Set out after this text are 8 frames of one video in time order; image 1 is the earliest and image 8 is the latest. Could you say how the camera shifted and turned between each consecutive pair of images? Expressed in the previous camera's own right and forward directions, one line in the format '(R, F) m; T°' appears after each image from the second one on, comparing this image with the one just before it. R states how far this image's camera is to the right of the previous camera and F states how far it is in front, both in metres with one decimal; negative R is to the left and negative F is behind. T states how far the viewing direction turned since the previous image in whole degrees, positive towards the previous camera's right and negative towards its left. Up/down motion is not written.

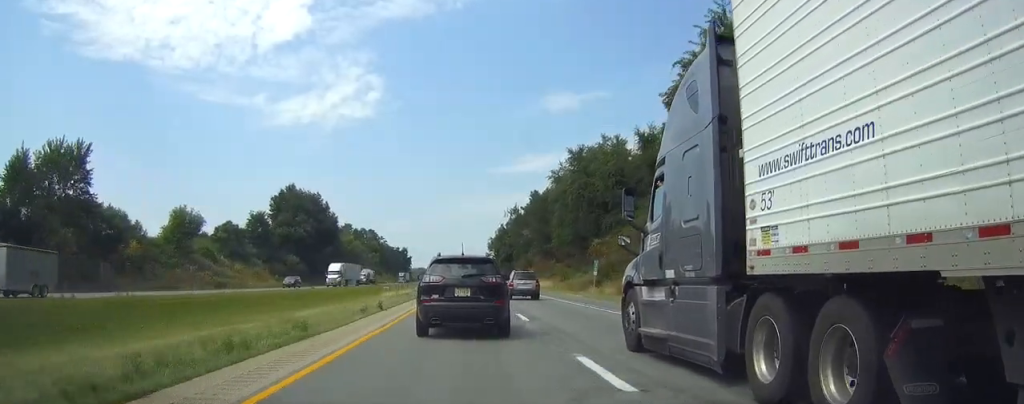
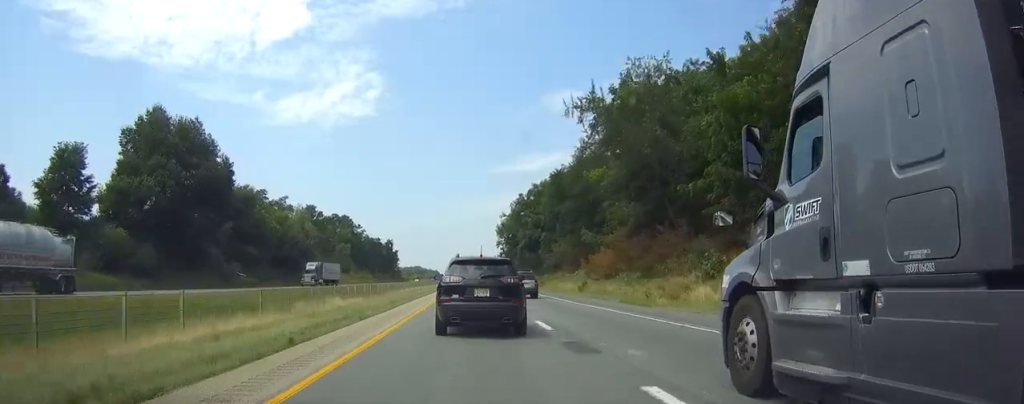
(-0.2, +75.5) m; 0°
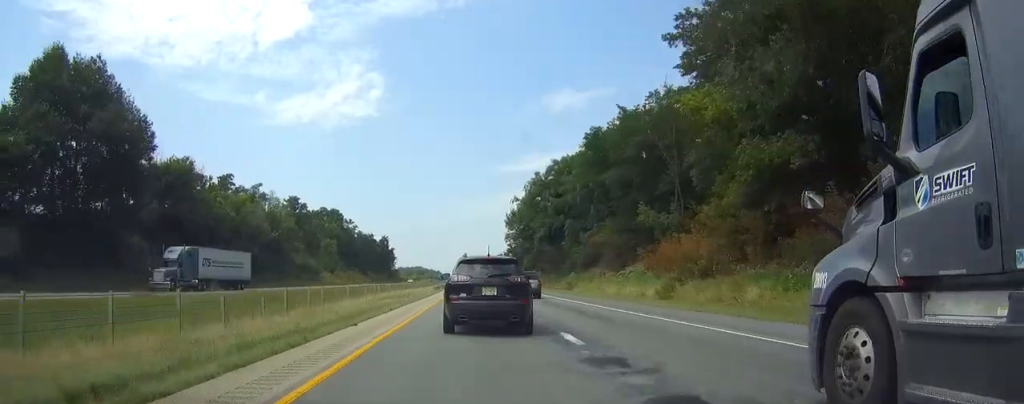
(+0.1, +27.8) m; 0°
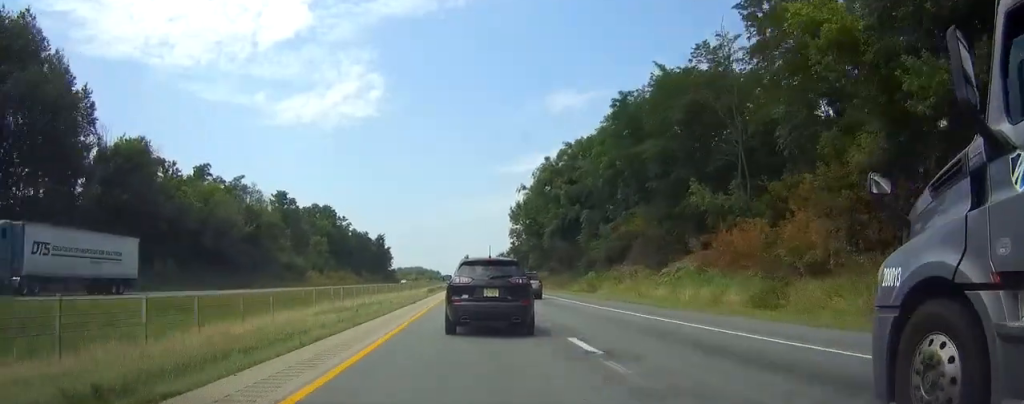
(-0.1, +14.0) m; 0°
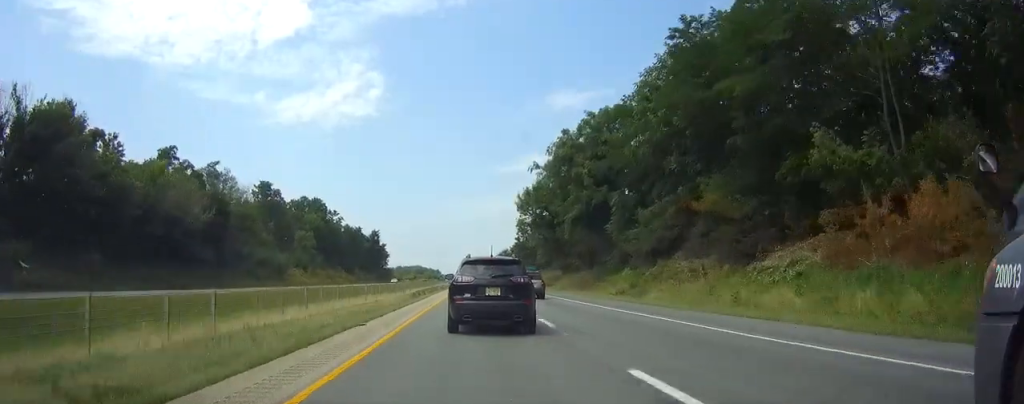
(-0.1, +17.2) m; 0°
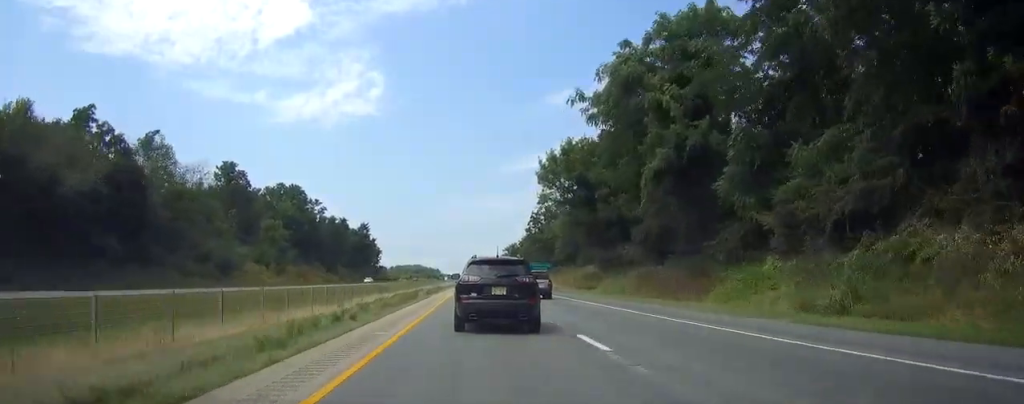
(+0.2, +30.3) m; 0°
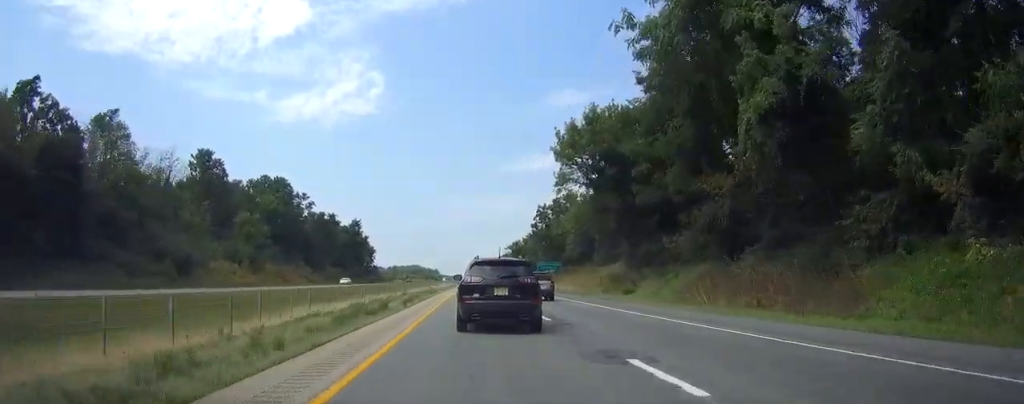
(-0.1, +15.2) m; 0°
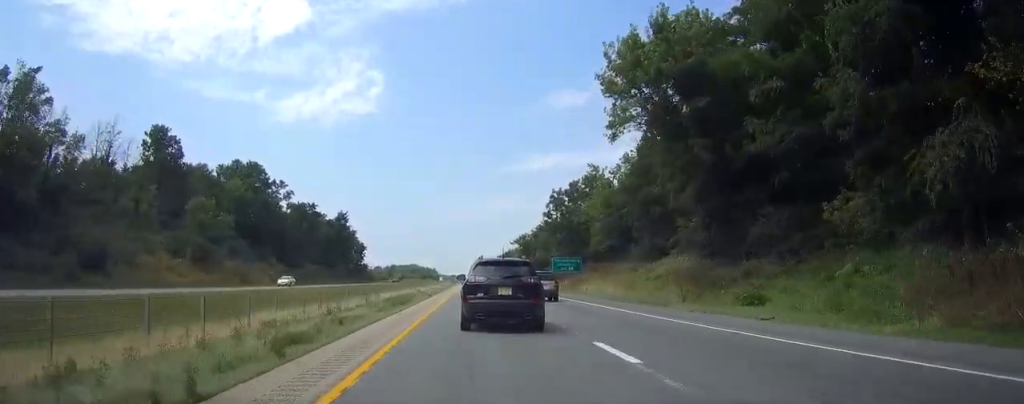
(-0.2, +22.8) m; 0°
